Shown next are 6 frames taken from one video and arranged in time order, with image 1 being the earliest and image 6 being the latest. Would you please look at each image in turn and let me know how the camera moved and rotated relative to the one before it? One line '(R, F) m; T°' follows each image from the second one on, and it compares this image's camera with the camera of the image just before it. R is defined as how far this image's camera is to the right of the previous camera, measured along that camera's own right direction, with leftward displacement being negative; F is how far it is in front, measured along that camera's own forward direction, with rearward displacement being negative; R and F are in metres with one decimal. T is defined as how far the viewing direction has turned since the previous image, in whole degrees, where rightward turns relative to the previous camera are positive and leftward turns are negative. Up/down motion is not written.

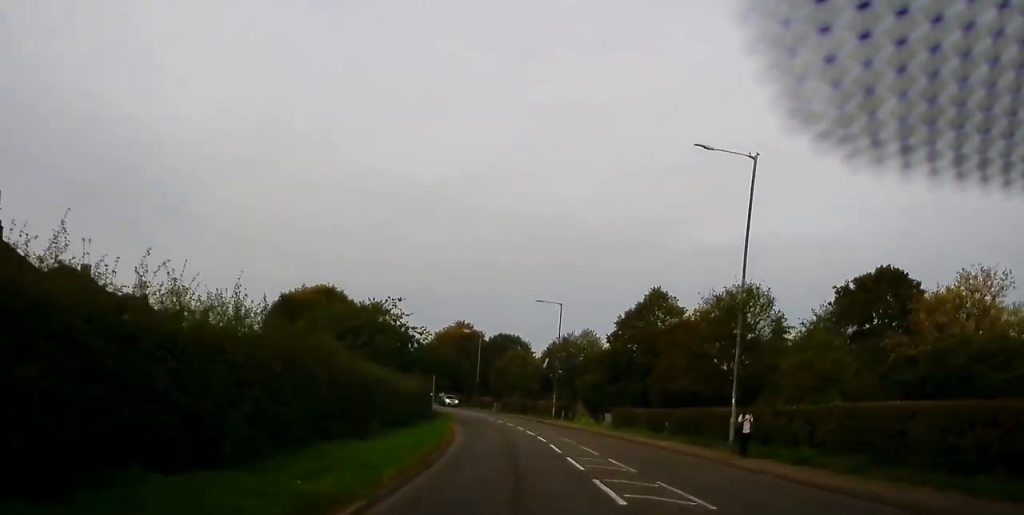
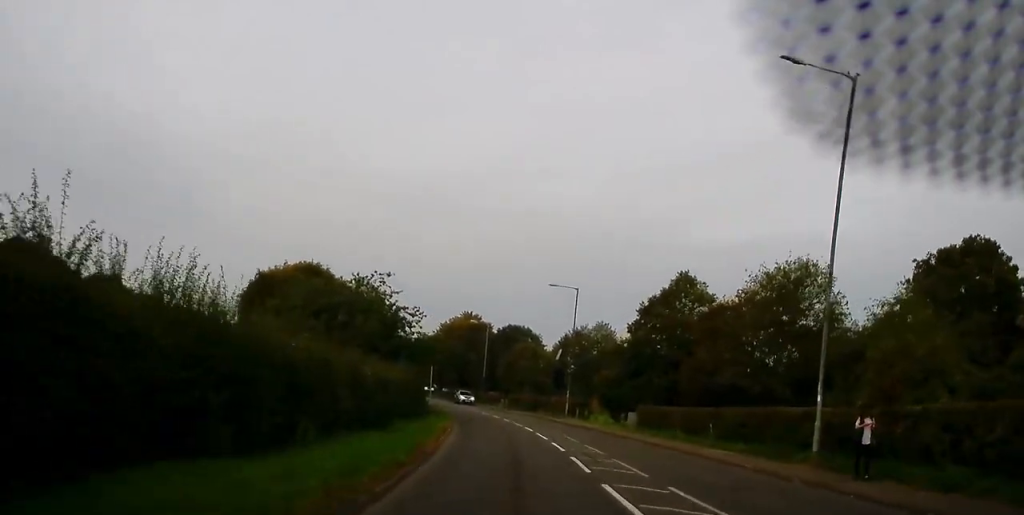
(-0.3, +7.3) m; -2°
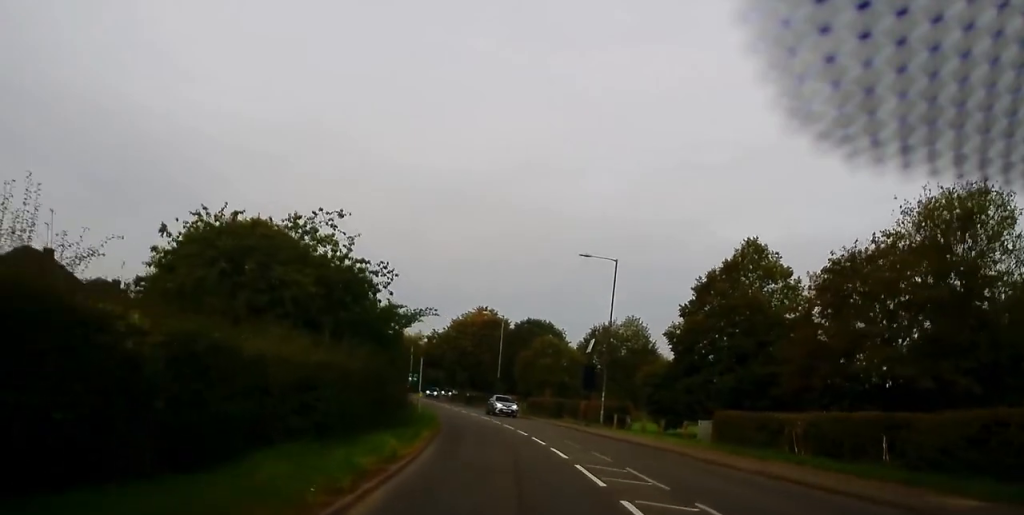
(-0.2, +14.1) m; -3°
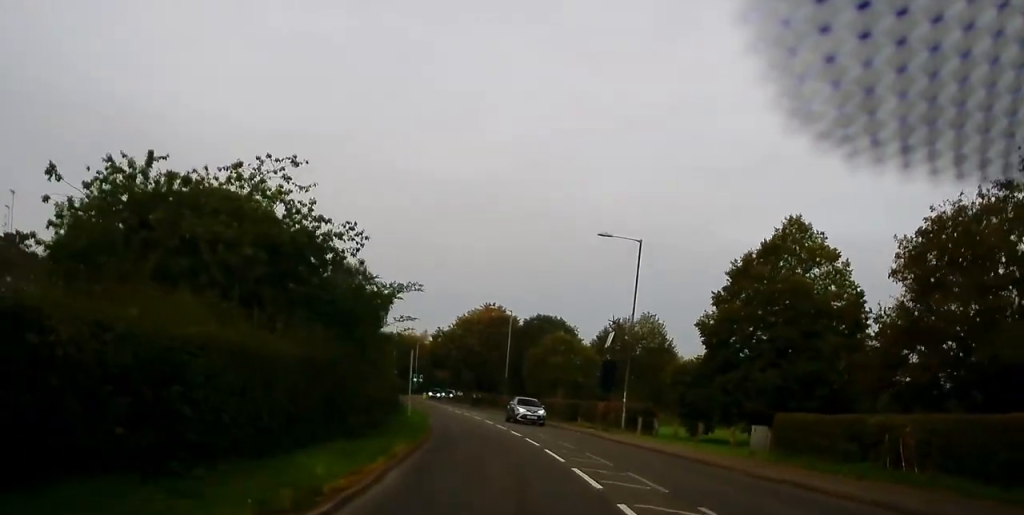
(-0.2, +6.3) m; -2°
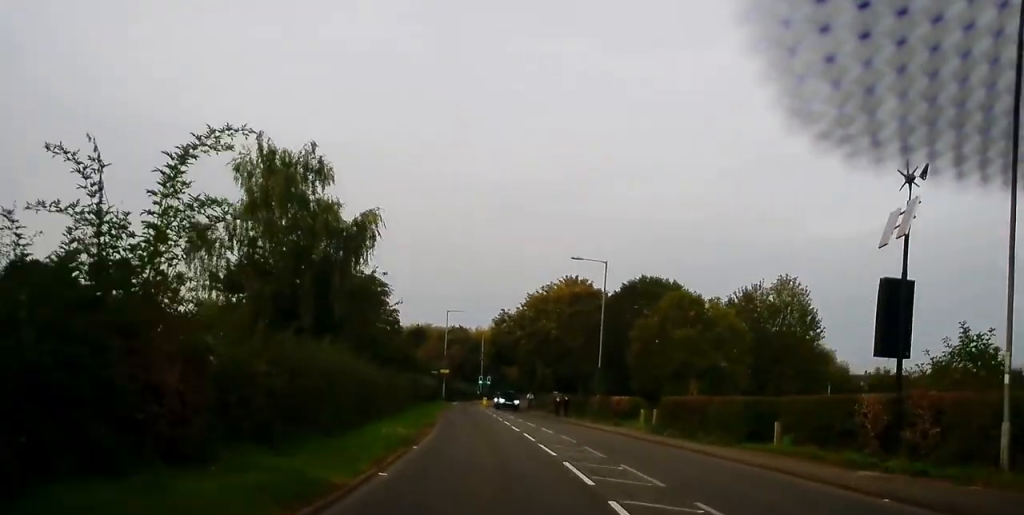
(-0.7, +28.9) m; -3°
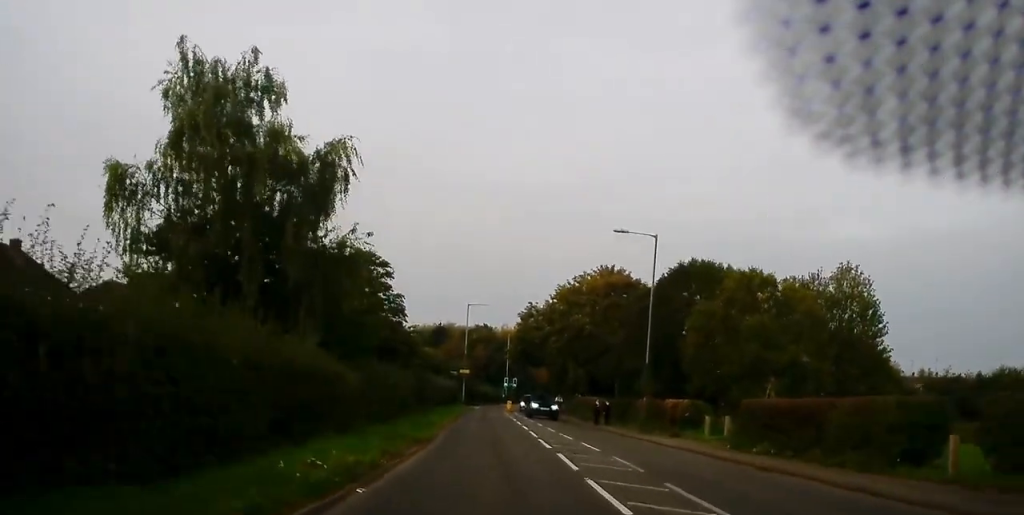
(-0.4, +9.0) m; -3°
